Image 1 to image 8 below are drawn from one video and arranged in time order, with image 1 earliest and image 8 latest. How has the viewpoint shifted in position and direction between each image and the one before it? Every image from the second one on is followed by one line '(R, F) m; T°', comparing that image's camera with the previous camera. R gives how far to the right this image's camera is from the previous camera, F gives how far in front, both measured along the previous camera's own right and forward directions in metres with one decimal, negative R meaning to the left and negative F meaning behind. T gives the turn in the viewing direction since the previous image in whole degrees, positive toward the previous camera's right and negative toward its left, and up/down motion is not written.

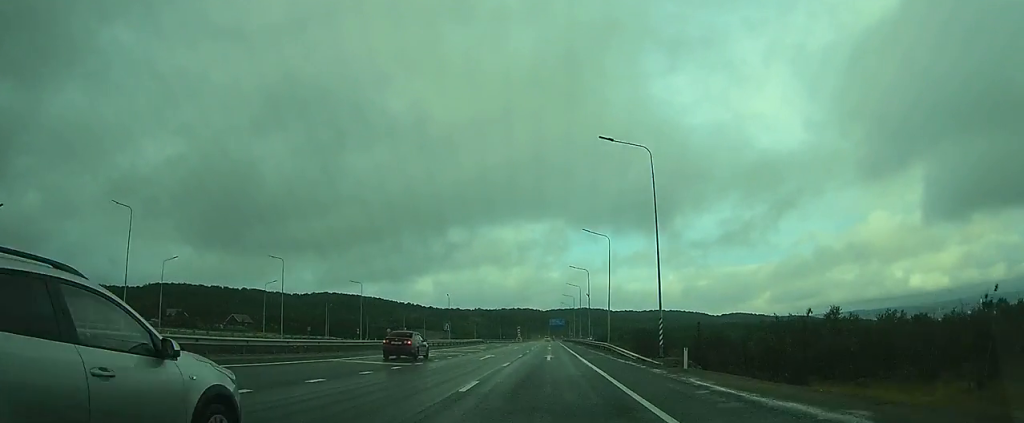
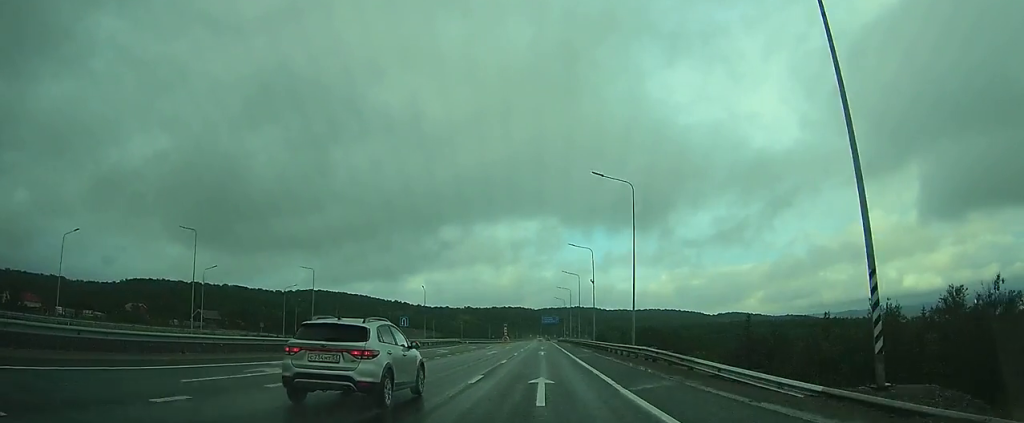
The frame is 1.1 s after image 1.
(-0.1, +22.5) m; 0°
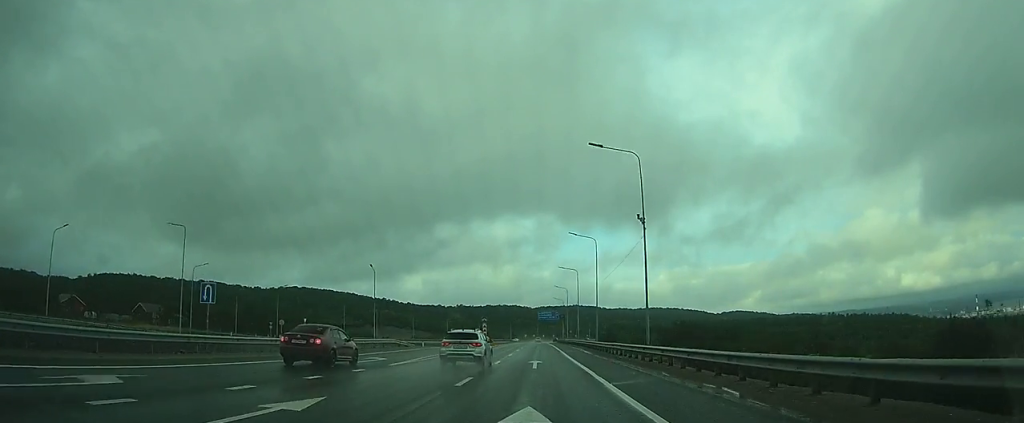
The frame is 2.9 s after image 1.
(+0.2, +38.7) m; 0°
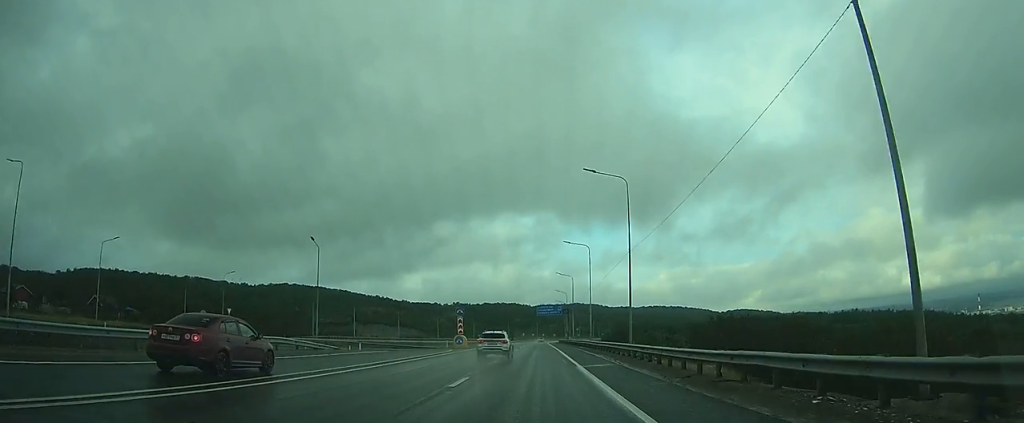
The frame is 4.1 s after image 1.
(-0.1, +25.2) m; -1°
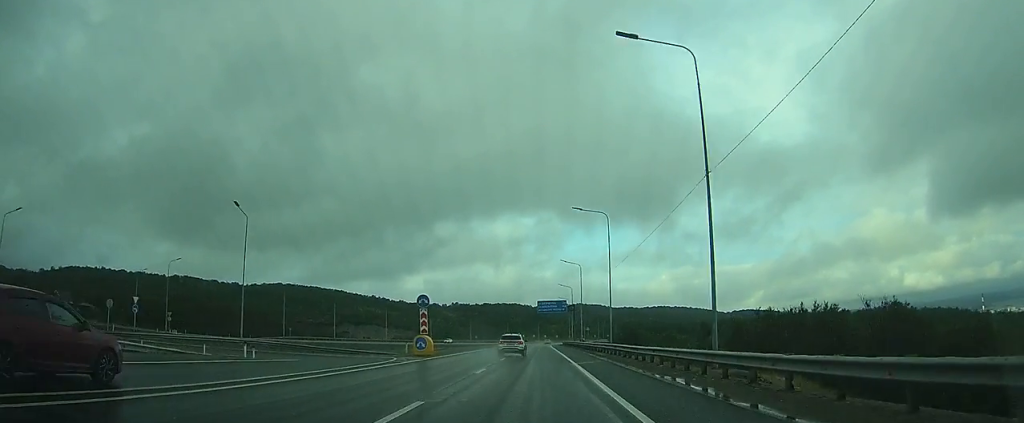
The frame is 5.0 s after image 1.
(-0.1, +19.5) m; 0°
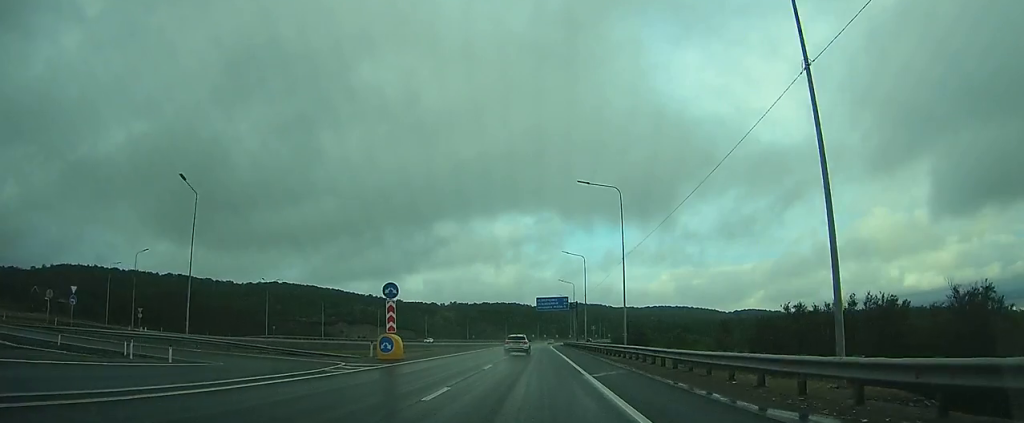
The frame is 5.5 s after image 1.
(0.0, +9.0) m; 0°
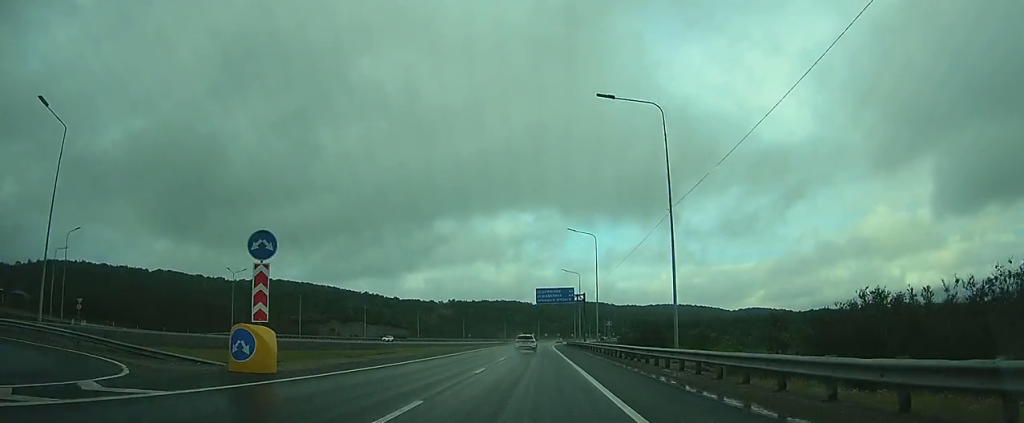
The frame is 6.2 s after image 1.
(0.0, +16.0) m; 0°
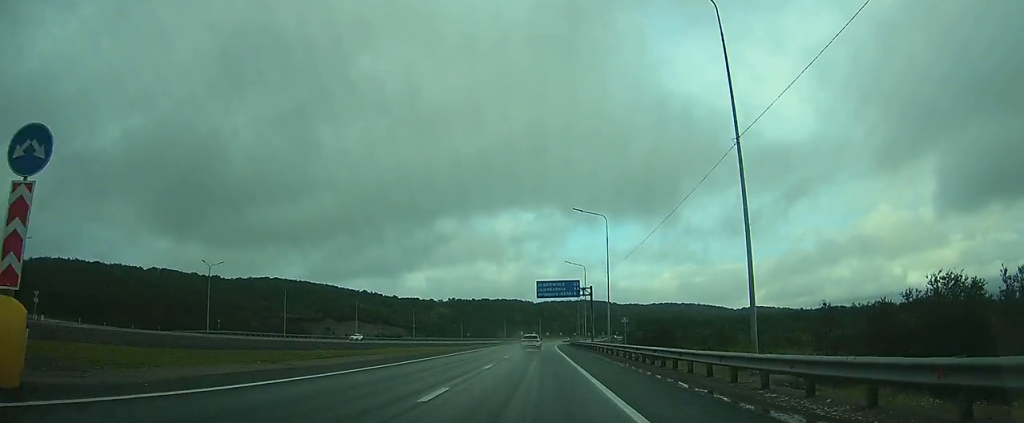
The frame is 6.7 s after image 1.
(0.0, +9.7) m; 0°
